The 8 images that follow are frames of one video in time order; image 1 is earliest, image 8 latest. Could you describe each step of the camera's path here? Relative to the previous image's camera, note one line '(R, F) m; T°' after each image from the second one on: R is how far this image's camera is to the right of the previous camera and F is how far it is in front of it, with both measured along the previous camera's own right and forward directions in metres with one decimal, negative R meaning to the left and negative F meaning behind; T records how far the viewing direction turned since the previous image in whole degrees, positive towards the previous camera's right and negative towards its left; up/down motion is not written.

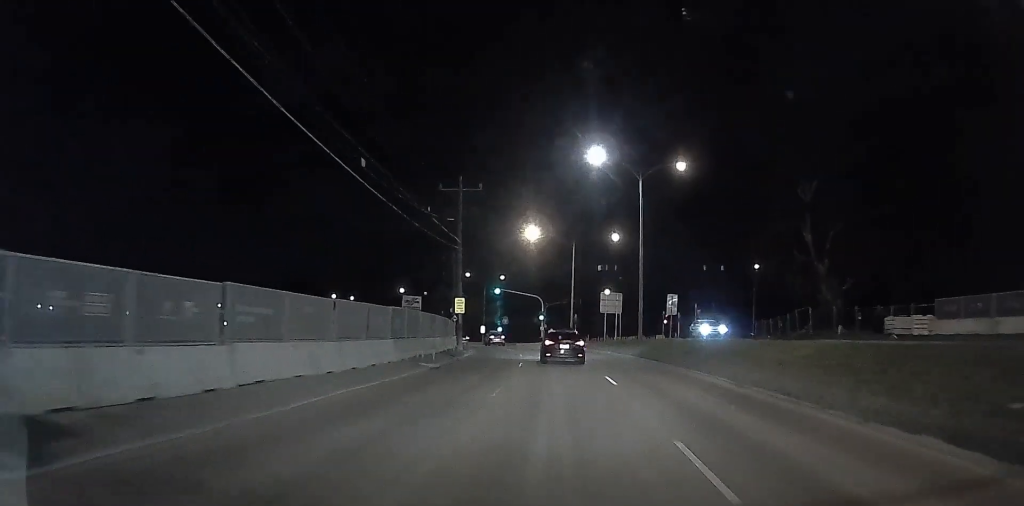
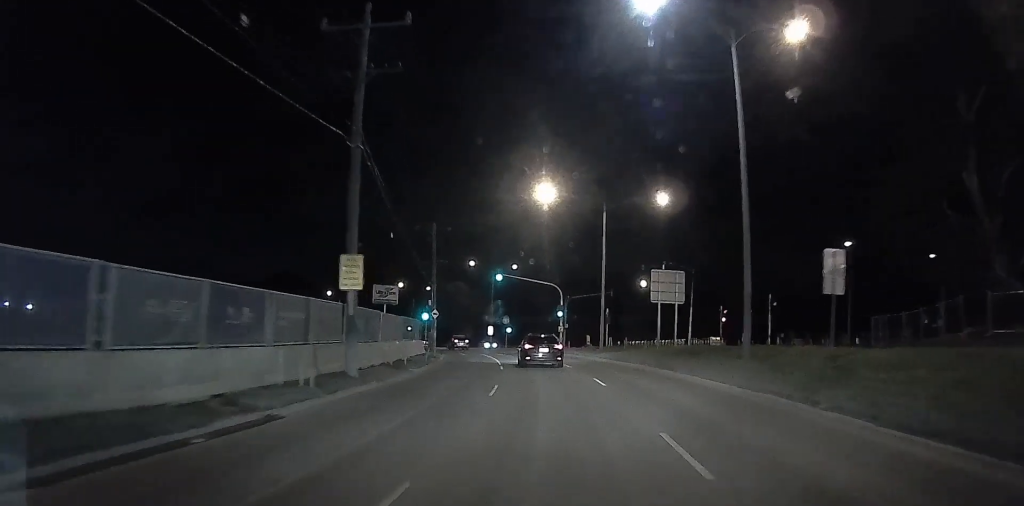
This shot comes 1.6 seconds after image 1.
(-0.7, +22.9) m; -4°
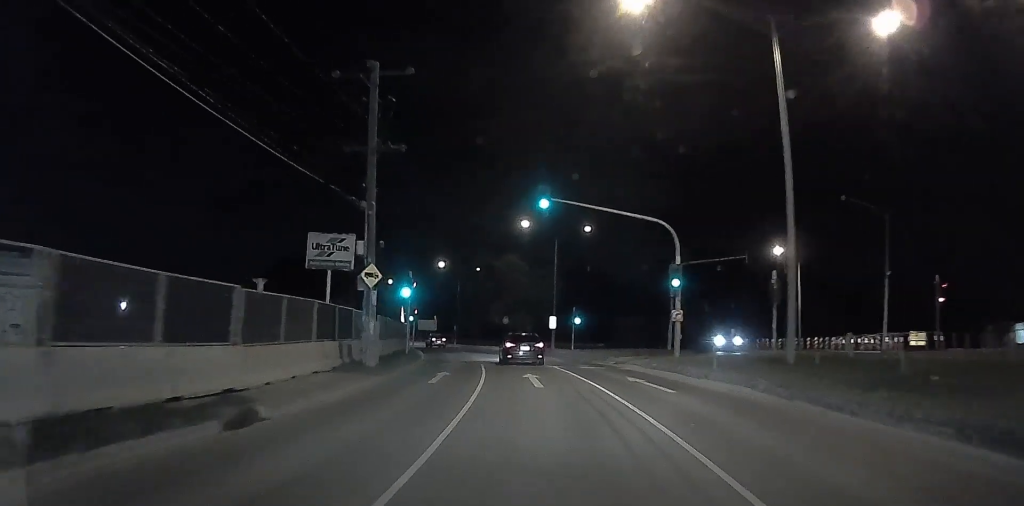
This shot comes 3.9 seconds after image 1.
(-4.1, +31.7) m; -10°
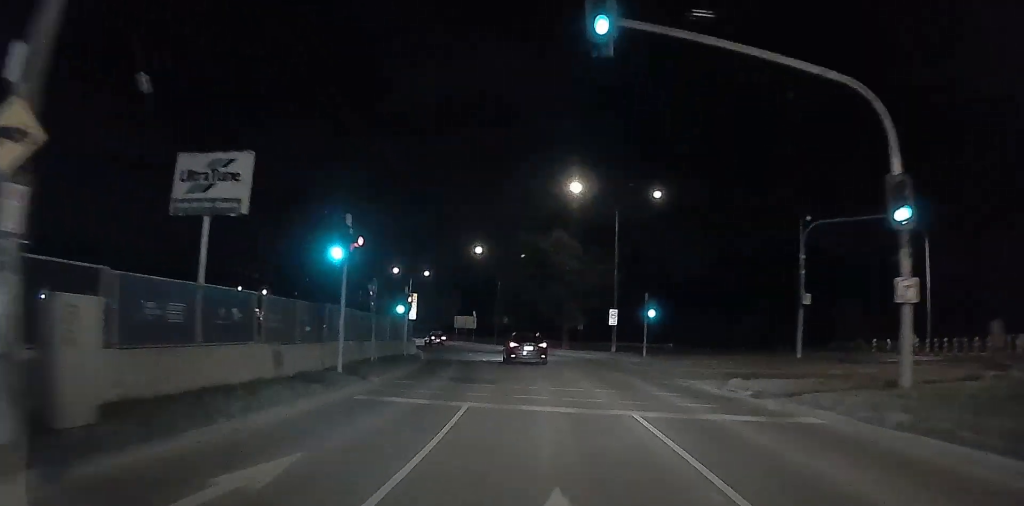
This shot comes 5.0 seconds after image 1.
(+0.2, +16.7) m; -2°
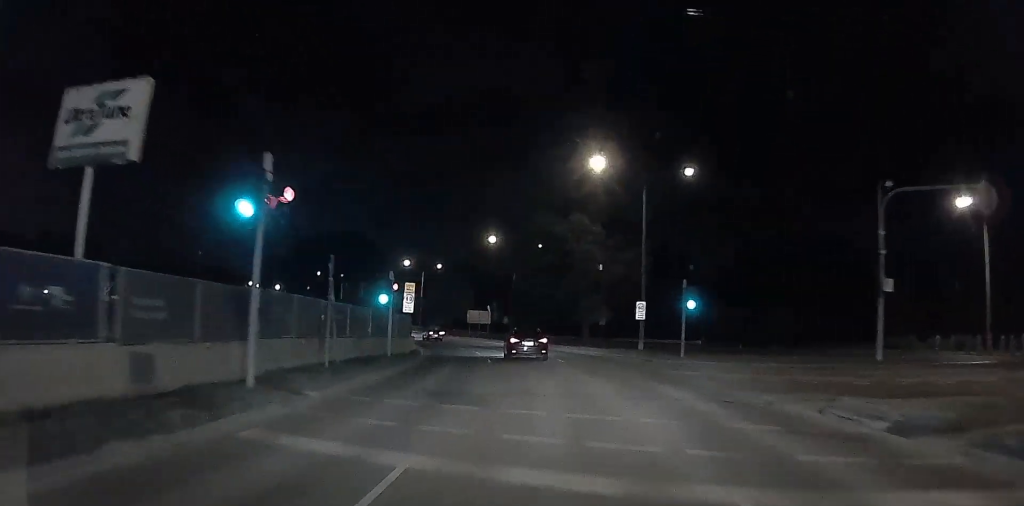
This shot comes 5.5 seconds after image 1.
(+0.1, +6.2) m; -3°
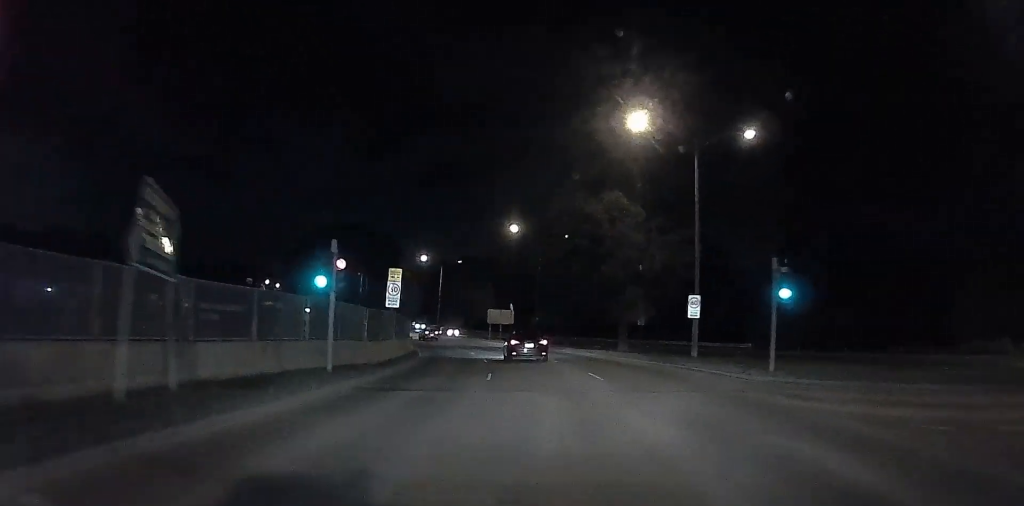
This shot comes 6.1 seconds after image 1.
(-0.5, +9.6) m; -4°
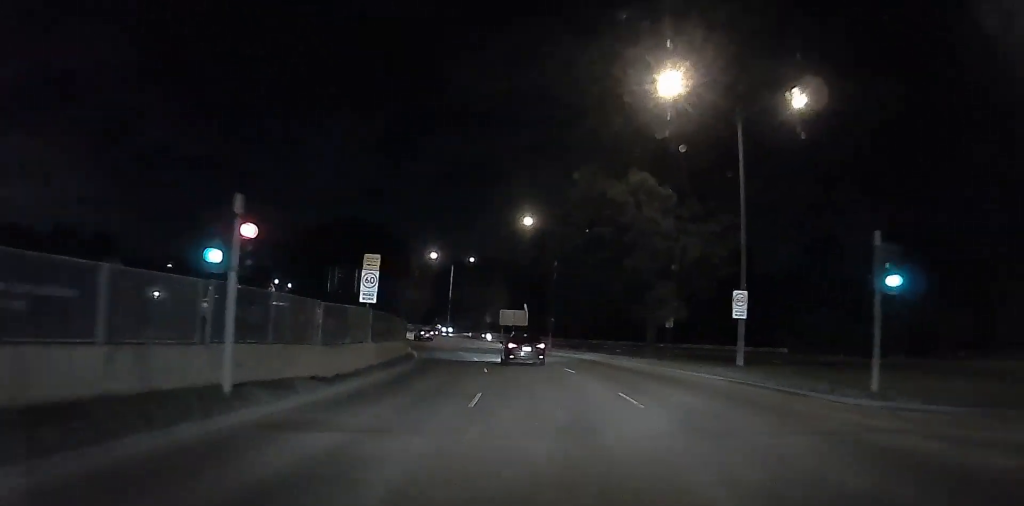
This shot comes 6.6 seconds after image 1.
(-0.1, +6.3) m; -3°
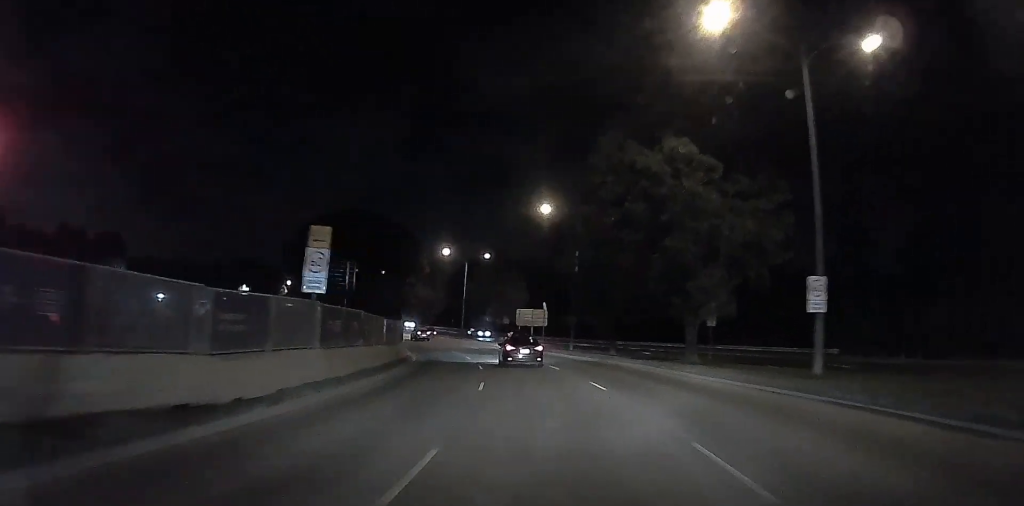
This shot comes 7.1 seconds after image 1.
(-0.2, +7.5) m; -3°
